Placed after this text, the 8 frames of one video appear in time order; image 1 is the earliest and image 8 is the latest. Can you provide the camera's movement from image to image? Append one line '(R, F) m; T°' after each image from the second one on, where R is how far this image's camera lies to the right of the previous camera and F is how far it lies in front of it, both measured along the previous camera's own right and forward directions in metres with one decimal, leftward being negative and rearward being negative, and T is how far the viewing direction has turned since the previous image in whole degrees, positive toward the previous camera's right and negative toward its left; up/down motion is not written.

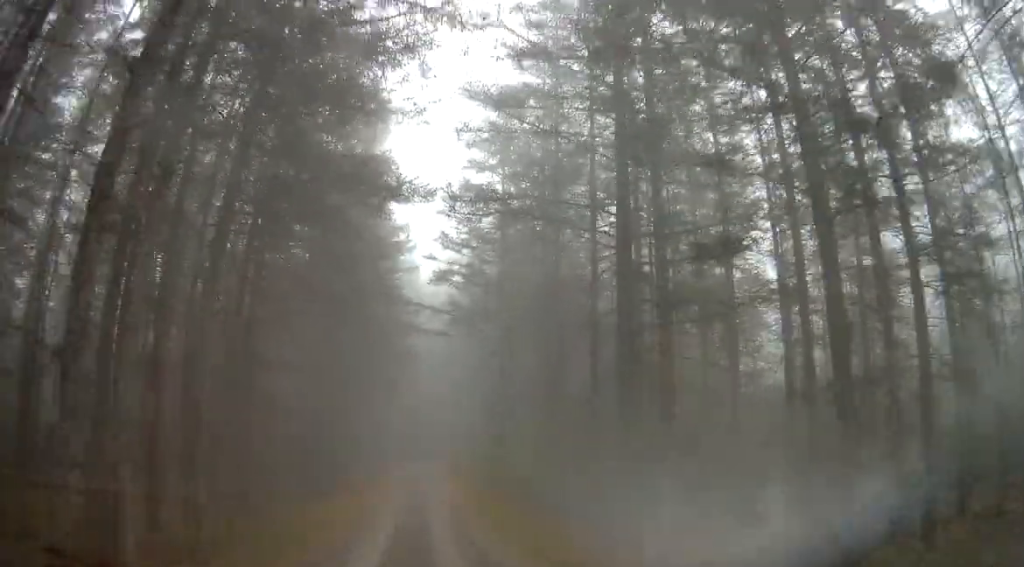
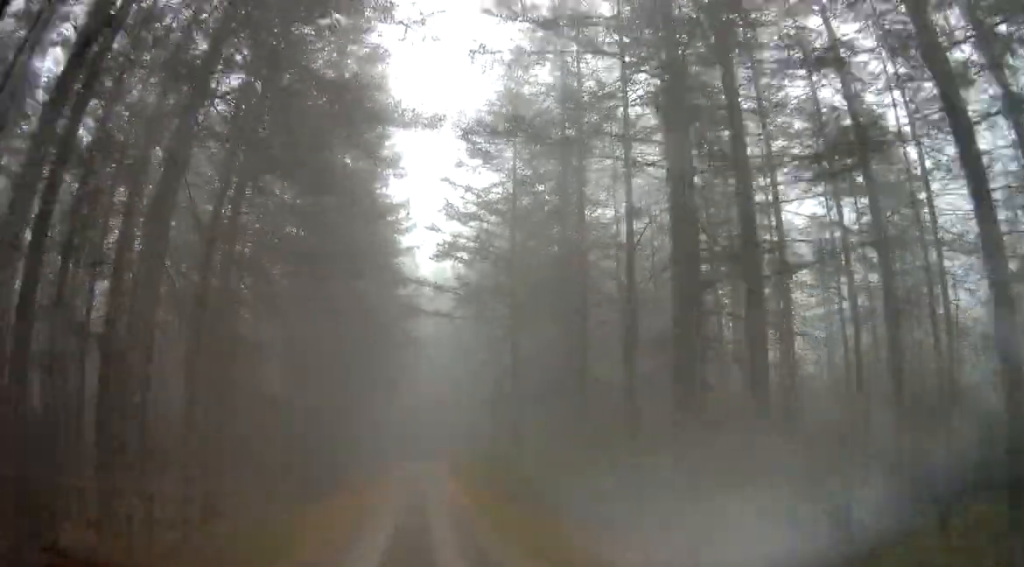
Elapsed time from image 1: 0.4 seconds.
(+0.1, +2.5) m; +1°
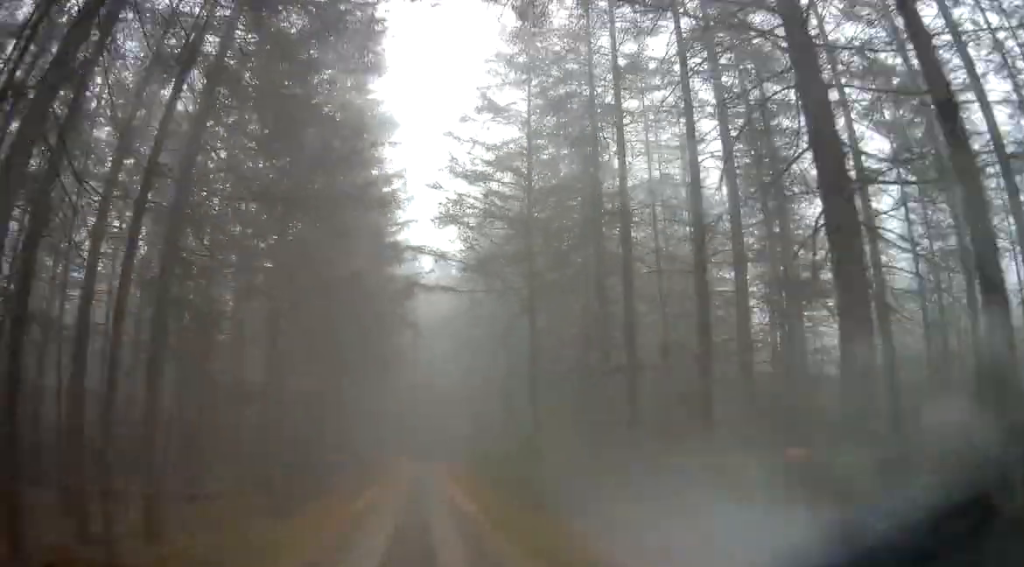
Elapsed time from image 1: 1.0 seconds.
(0.0, +3.1) m; +1°
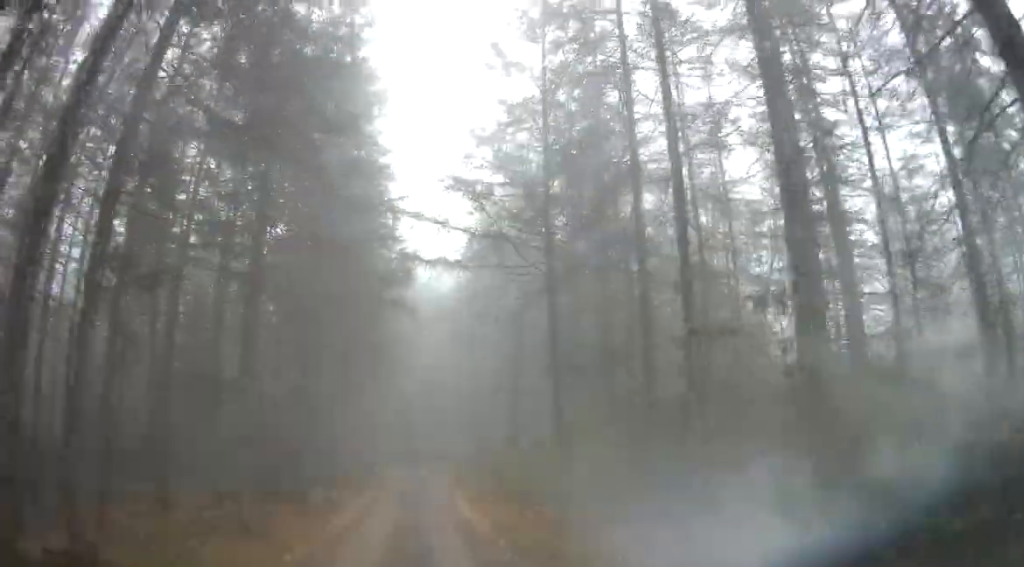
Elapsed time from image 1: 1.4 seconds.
(0.0, +2.3) m; 0°
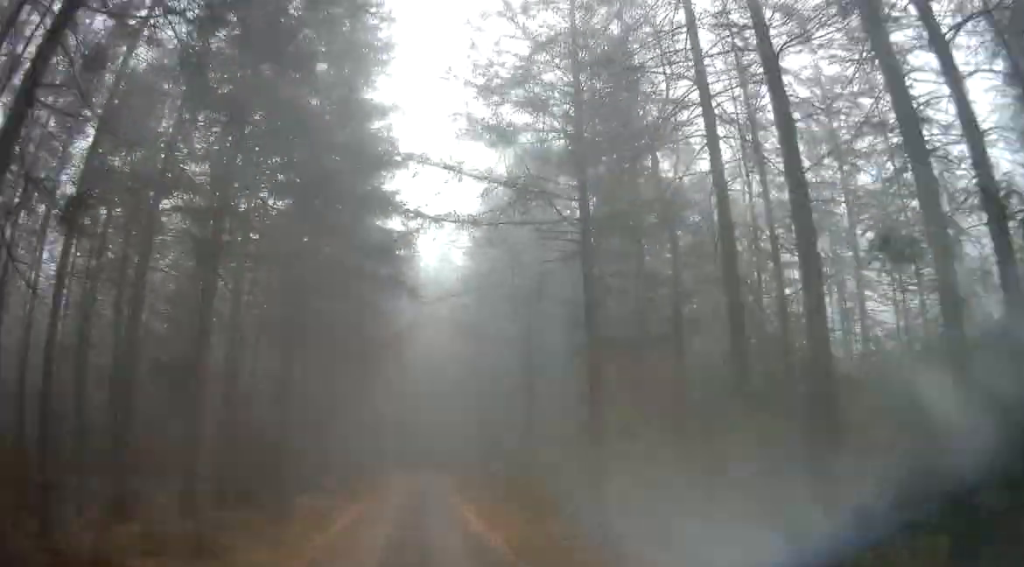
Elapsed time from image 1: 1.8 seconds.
(0.0, +2.7) m; 0°
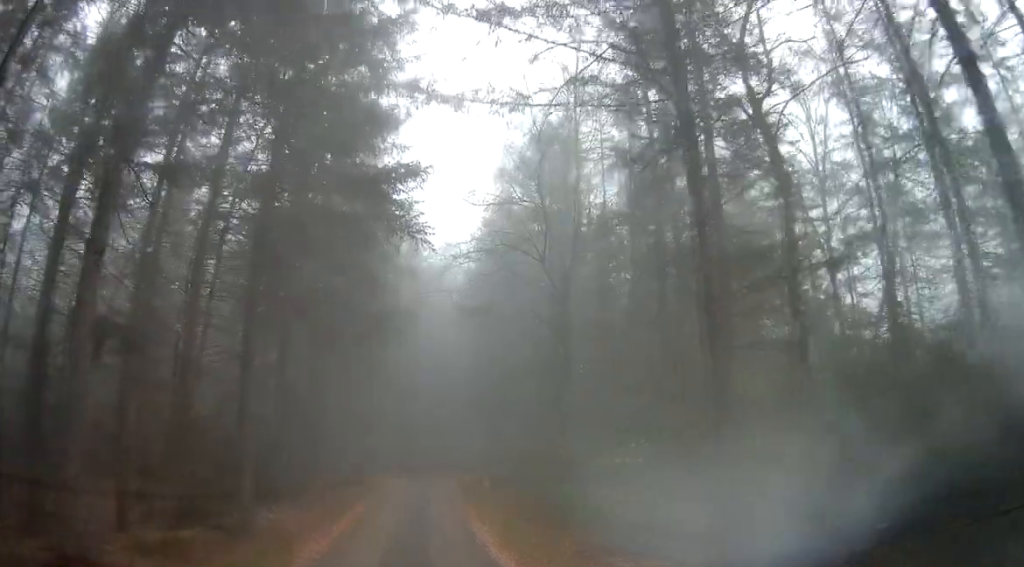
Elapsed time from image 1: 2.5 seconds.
(0.0, +3.9) m; 0°
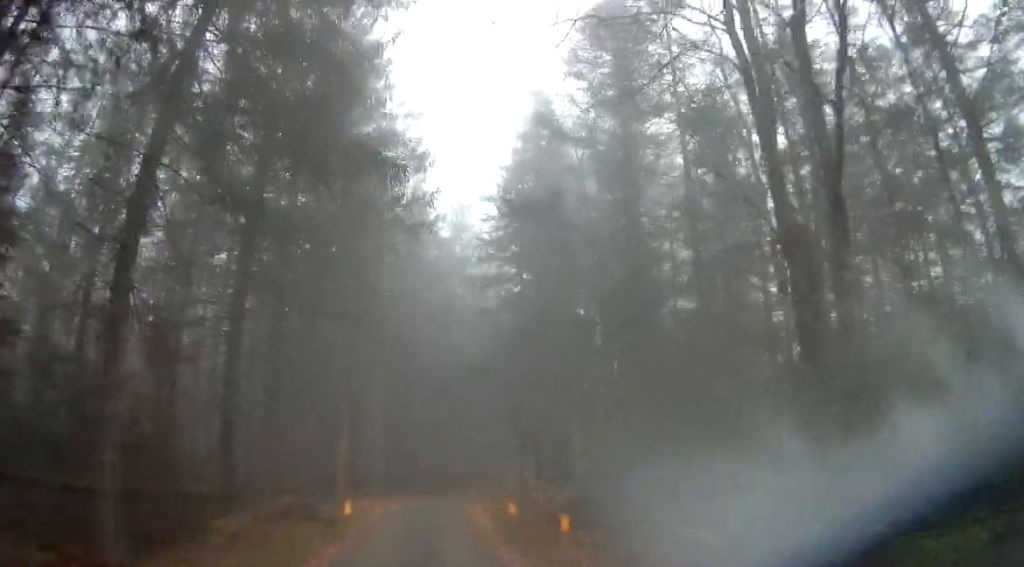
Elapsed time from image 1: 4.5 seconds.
(-0.4, +10.4) m; -4°
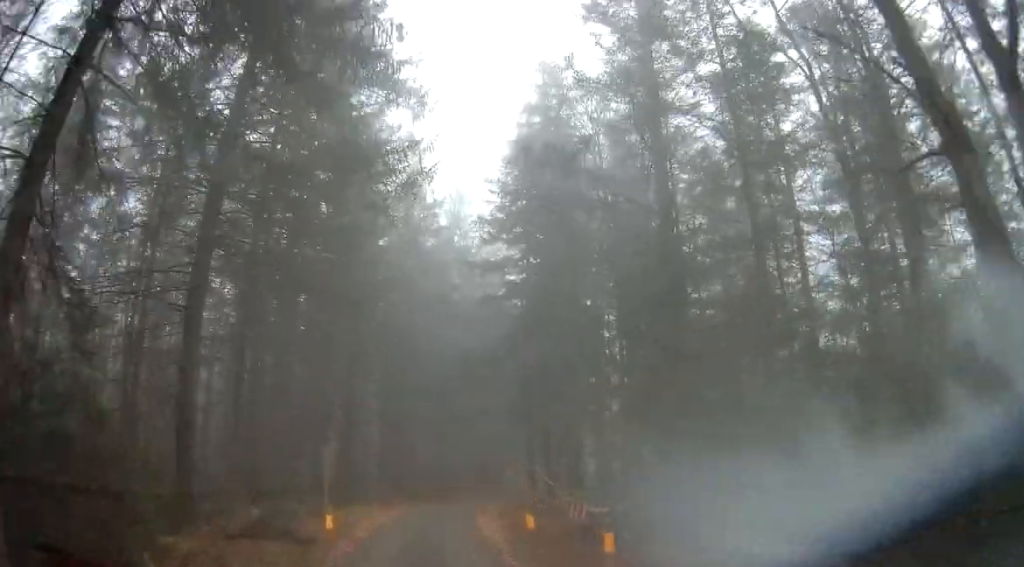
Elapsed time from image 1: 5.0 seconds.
(-0.1, +2.6) m; 0°
